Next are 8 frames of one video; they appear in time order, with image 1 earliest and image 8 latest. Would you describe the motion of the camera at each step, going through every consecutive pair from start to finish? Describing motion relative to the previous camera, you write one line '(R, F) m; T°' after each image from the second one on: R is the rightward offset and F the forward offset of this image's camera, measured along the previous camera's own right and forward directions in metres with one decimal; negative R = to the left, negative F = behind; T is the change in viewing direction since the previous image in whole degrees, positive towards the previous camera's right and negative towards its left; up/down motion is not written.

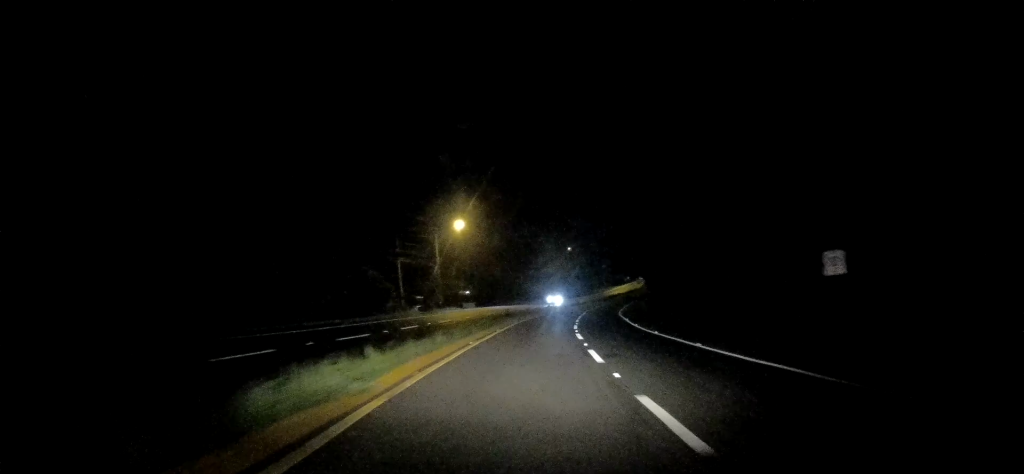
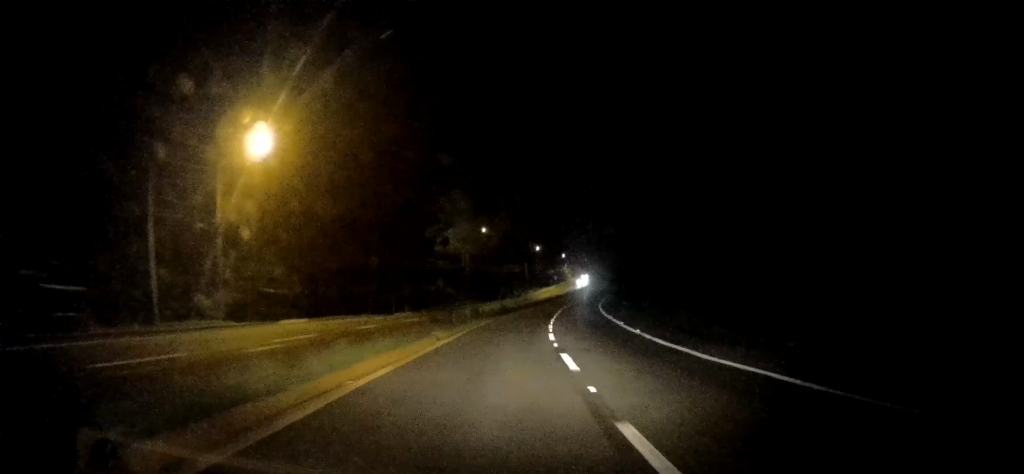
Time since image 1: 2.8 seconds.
(+1.6, +41.3) m; +5°
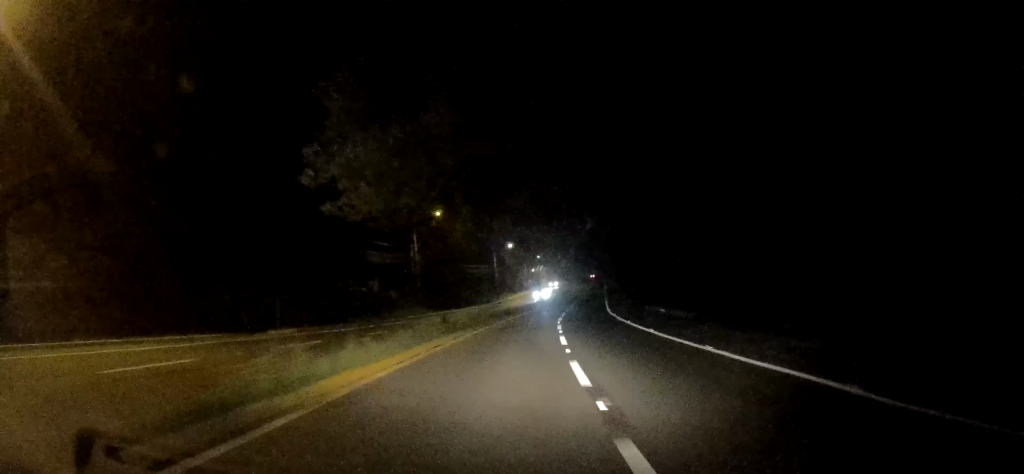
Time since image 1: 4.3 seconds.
(+0.6, +23.0) m; +3°
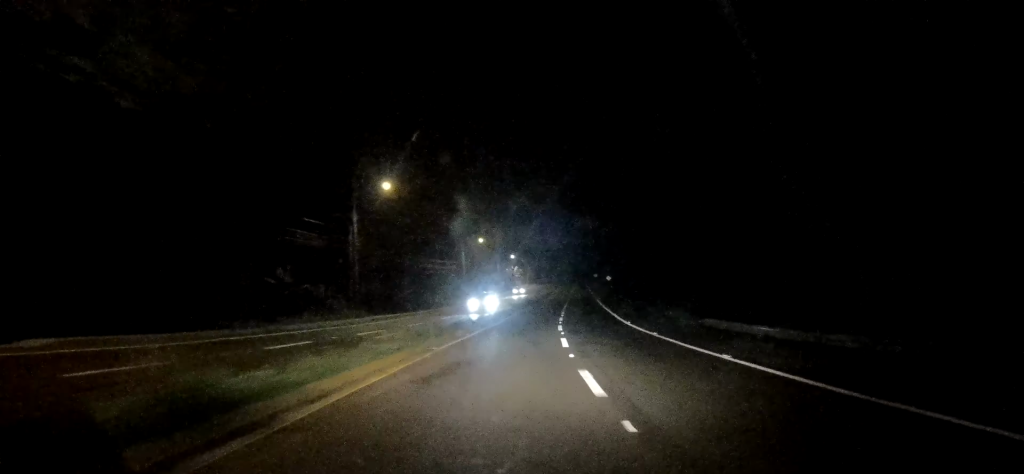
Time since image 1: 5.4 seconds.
(0.0, +16.9) m; +2°
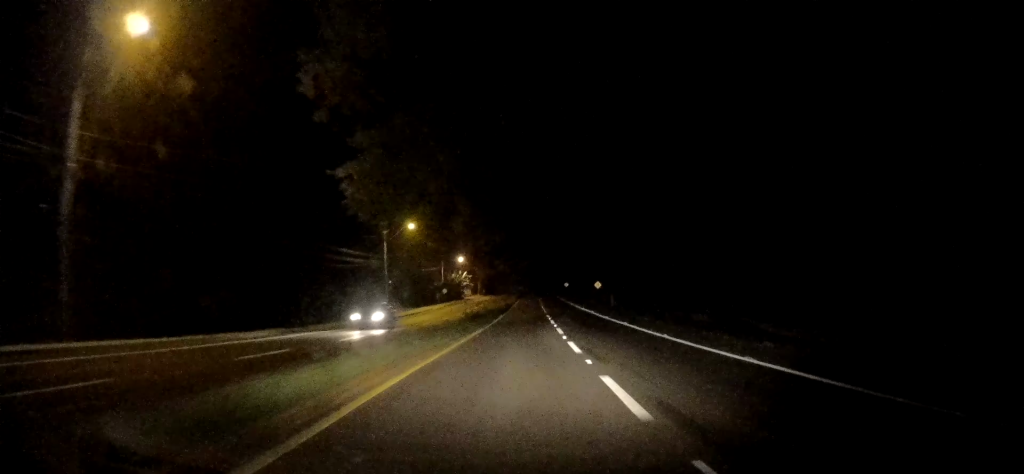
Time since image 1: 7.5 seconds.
(+1.6, +33.4) m; +5°
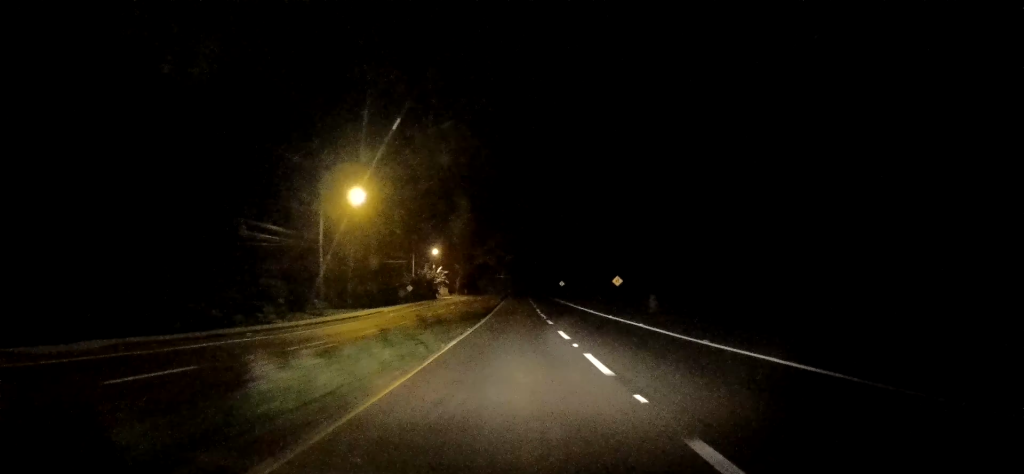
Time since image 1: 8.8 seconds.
(+0.7, +20.5) m; +2°
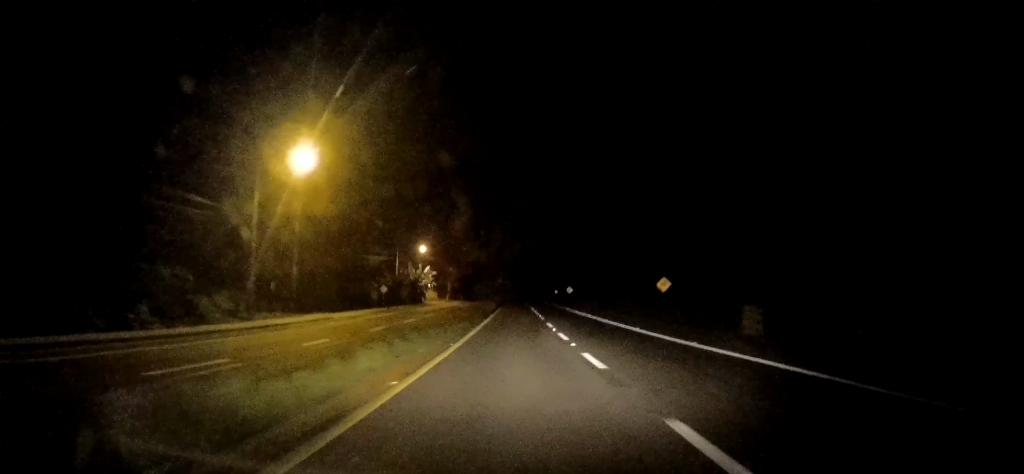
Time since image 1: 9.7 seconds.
(+0.1, +15.0) m; +1°
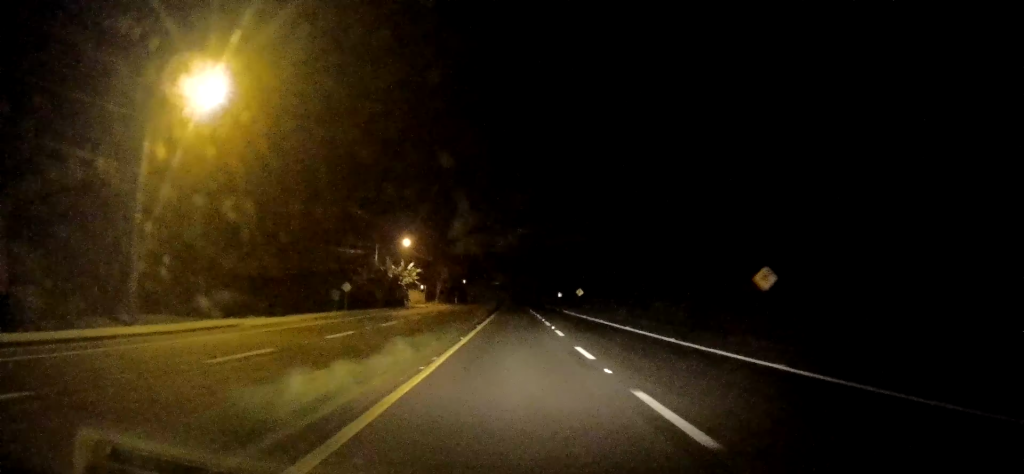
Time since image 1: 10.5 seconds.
(+0.3, +13.6) m; 0°
